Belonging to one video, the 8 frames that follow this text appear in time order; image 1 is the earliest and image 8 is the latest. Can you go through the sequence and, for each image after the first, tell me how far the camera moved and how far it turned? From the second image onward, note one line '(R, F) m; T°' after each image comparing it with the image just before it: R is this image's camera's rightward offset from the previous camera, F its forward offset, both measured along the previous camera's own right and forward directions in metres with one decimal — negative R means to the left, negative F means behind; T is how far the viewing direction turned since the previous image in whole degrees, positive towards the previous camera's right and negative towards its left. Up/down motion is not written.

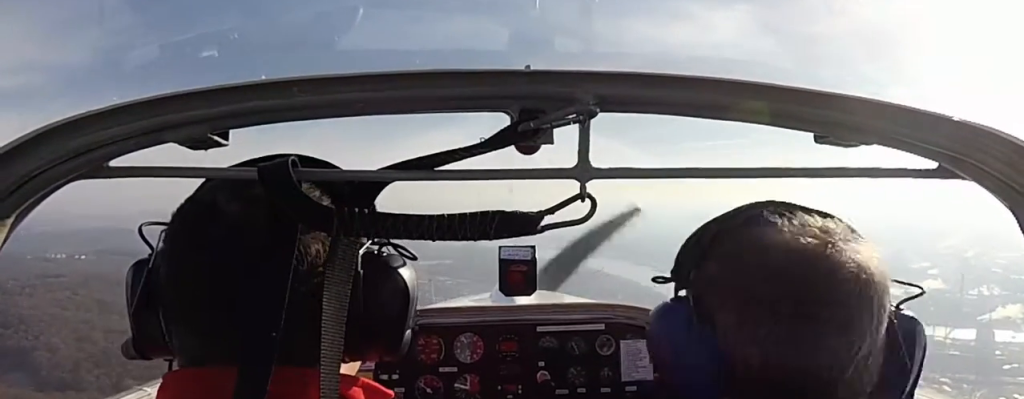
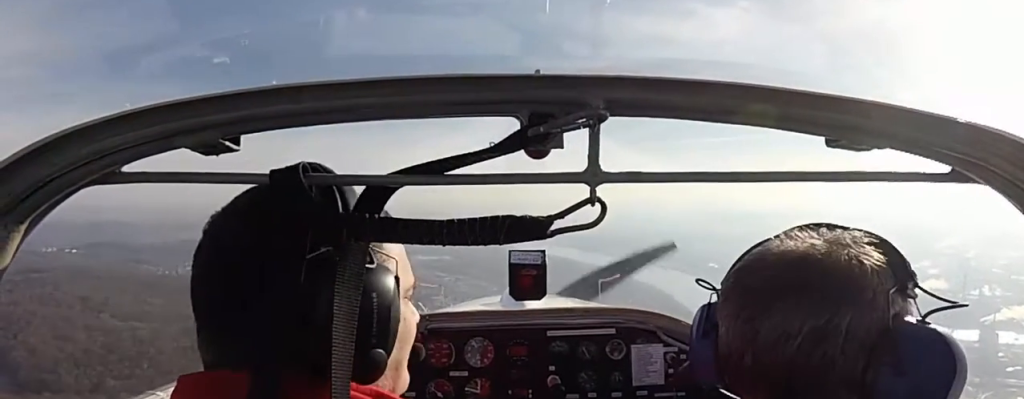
(-0.6, +29.1) m; -1°
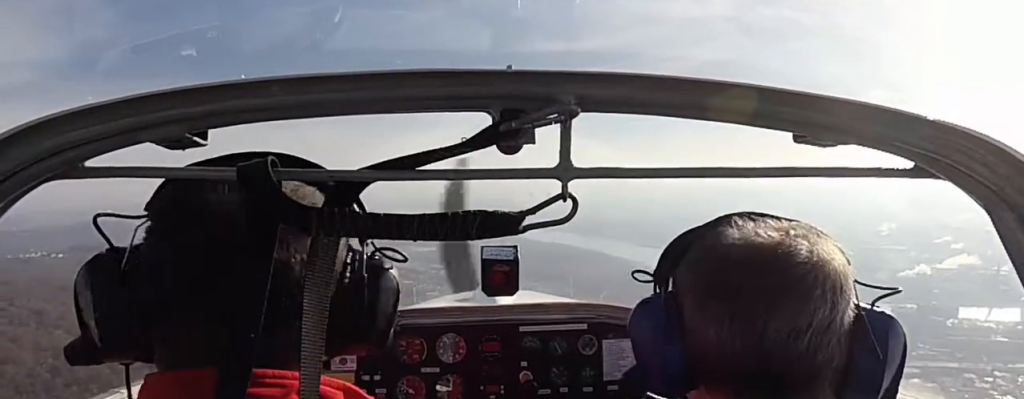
(-0.7, +79.0) m; +1°
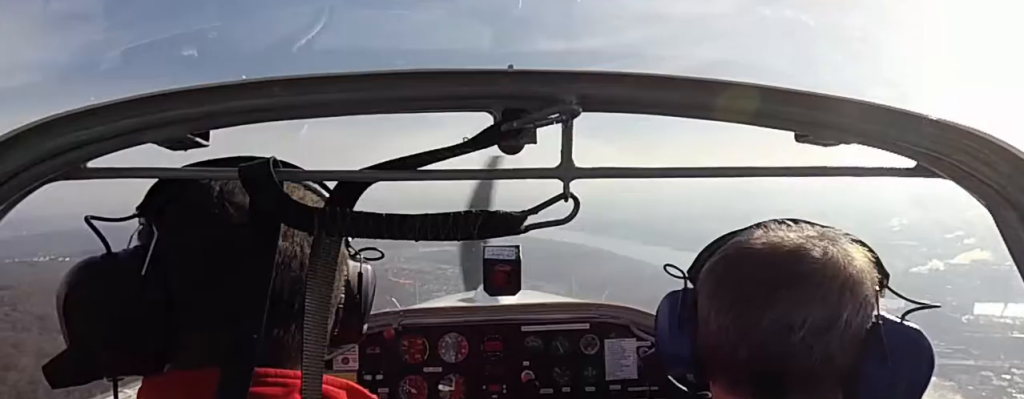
(+0.6, +13.6) m; +1°
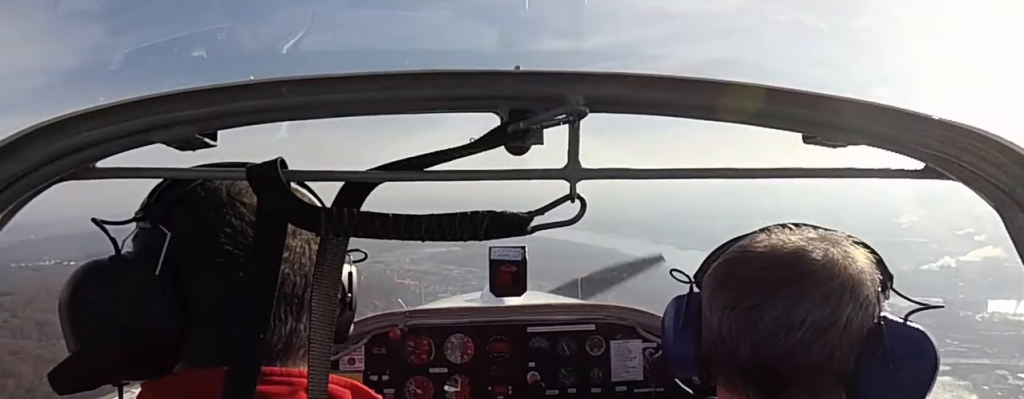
(0.0, +14.4) m; 0°
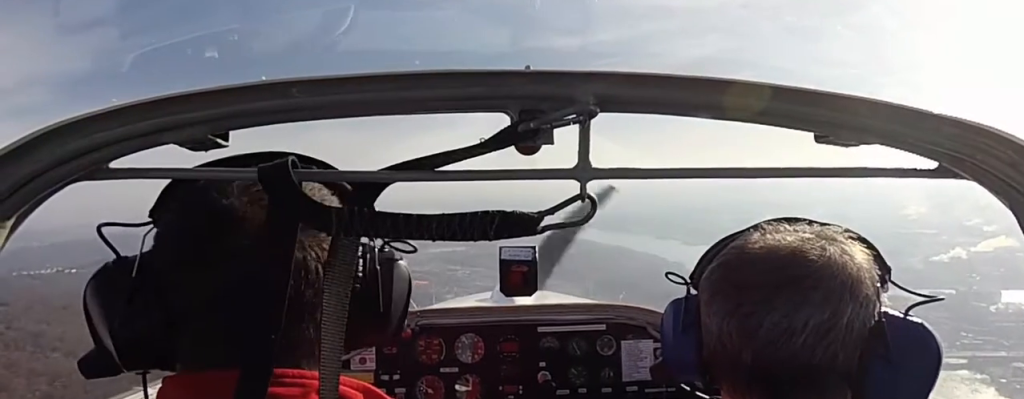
(-0.4, +19.9) m; -1°
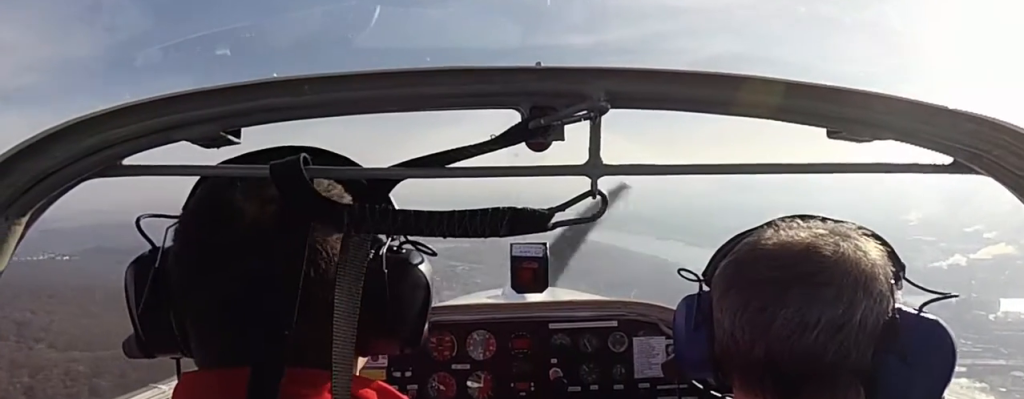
(0.0, +12.5) m; 0°
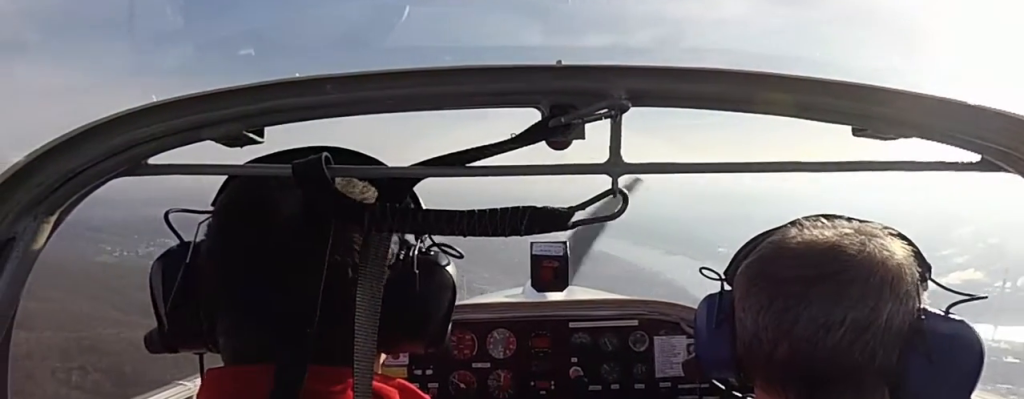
(0.0, +20.4) m; -1°
